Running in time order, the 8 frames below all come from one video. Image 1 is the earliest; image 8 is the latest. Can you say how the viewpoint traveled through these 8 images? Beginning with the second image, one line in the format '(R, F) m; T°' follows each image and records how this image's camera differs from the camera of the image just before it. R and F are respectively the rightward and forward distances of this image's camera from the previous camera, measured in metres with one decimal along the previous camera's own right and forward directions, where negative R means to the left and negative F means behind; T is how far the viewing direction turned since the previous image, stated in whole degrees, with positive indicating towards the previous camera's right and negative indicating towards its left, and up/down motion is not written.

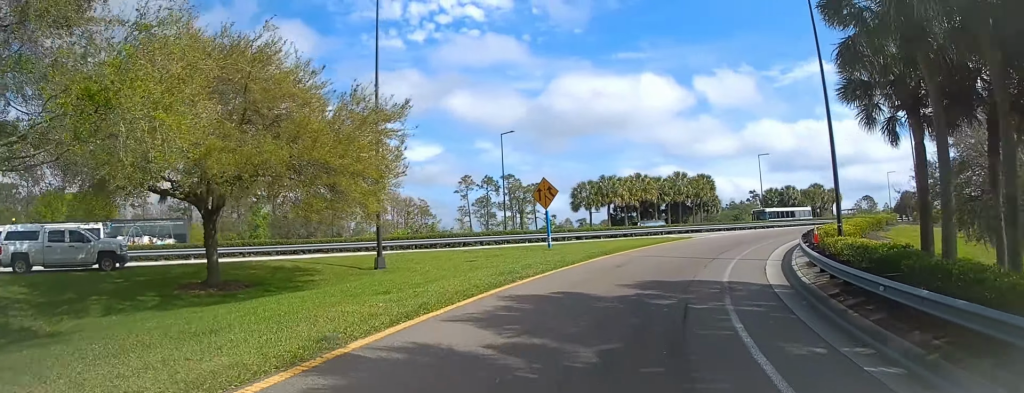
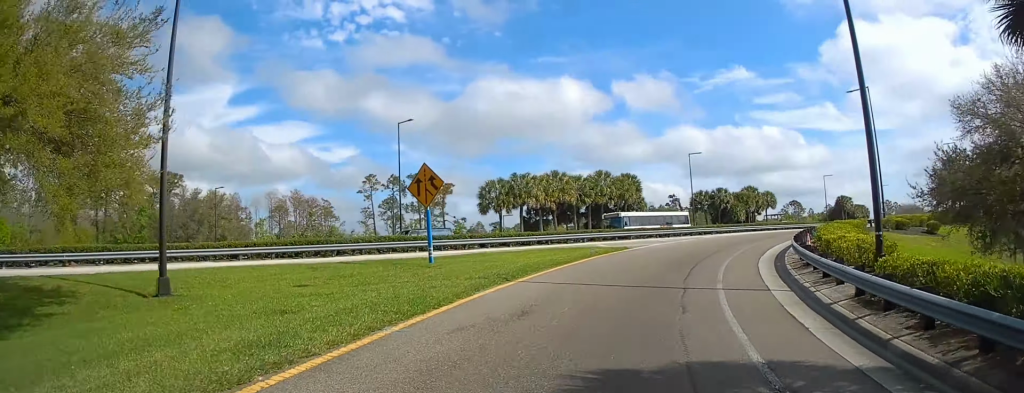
(+0.9, +10.1) m; +8°
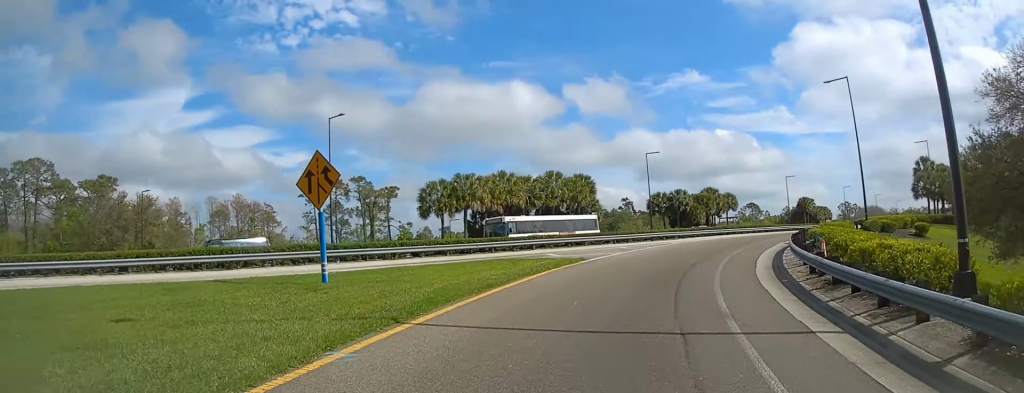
(-0.3, +6.0) m; +3°
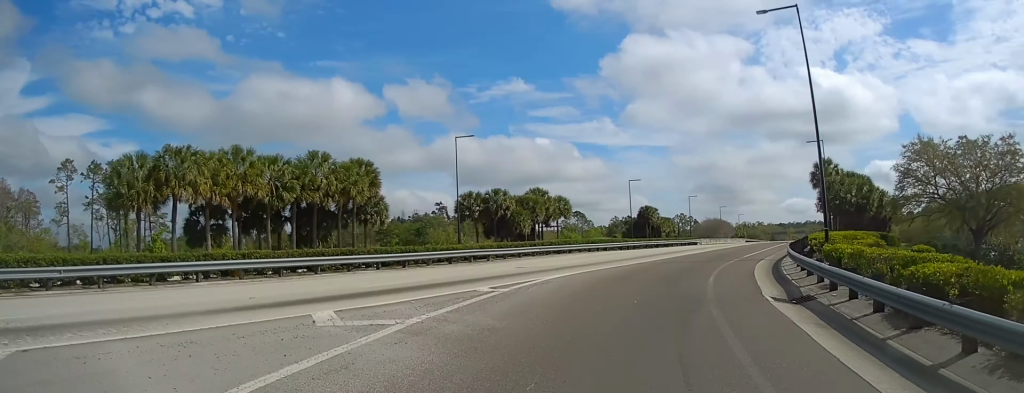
(+4.1, +24.6) m; +17°
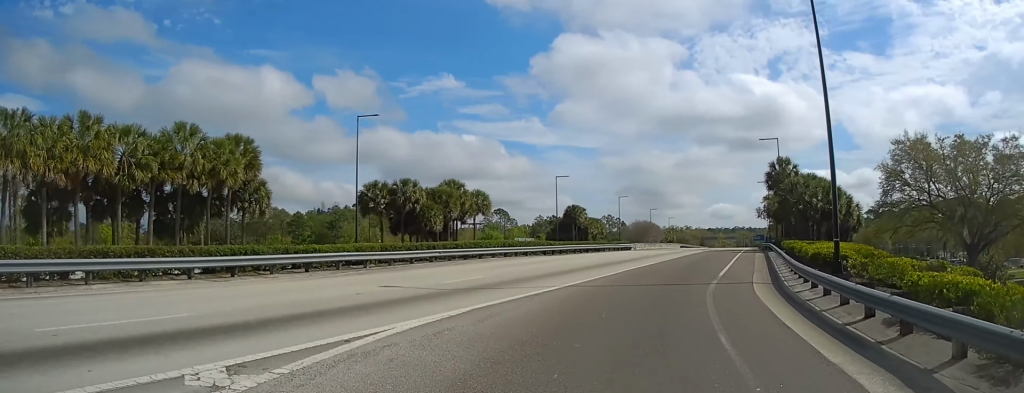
(+0.5, +10.3) m; +5°
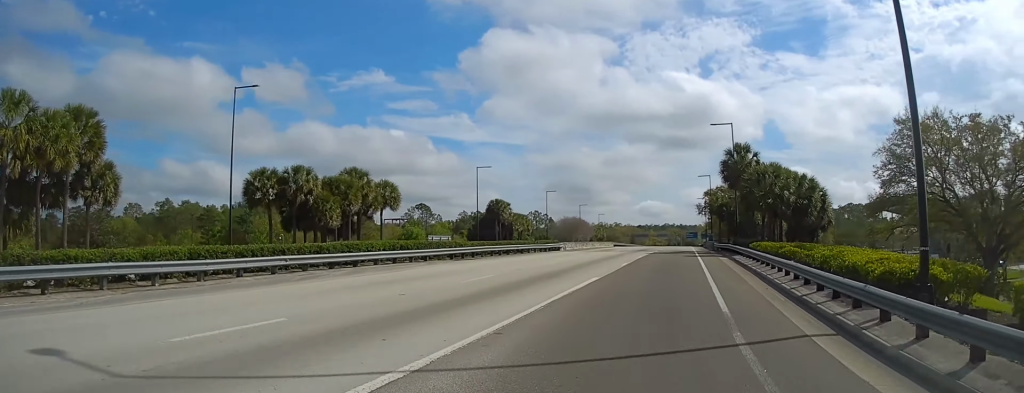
(+0.7, +11.1) m; +4°
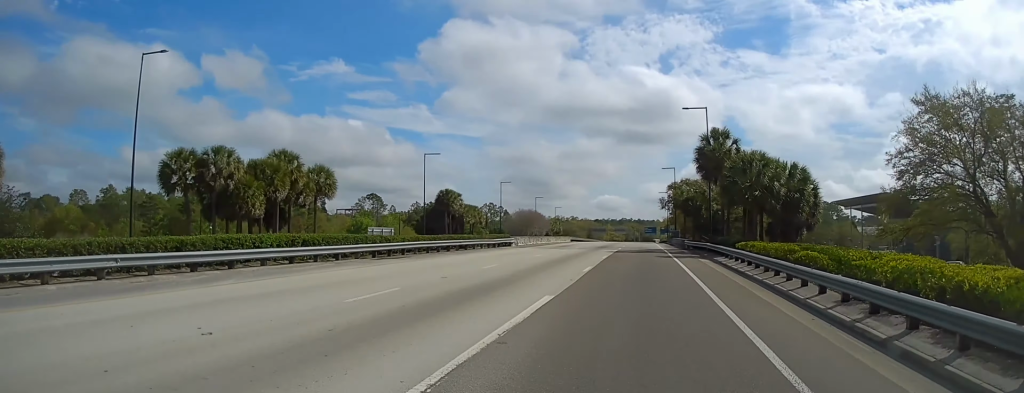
(+0.1, +7.6) m; +1°
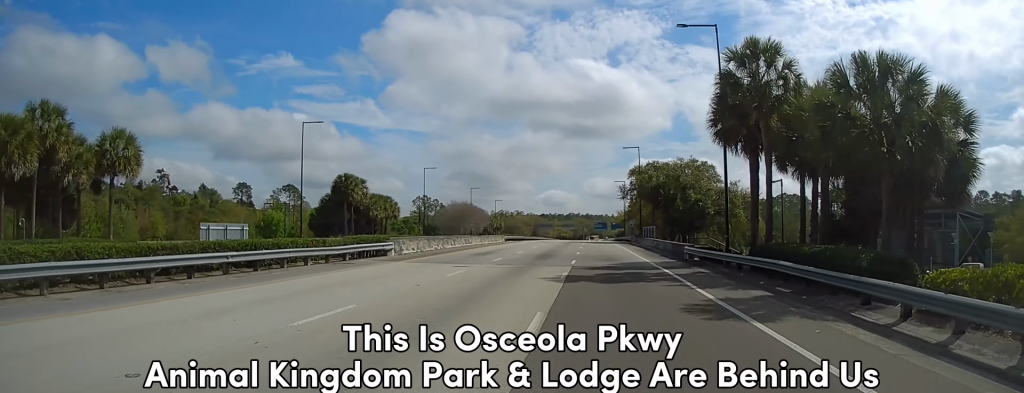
(+0.4, +25.8) m; 0°
